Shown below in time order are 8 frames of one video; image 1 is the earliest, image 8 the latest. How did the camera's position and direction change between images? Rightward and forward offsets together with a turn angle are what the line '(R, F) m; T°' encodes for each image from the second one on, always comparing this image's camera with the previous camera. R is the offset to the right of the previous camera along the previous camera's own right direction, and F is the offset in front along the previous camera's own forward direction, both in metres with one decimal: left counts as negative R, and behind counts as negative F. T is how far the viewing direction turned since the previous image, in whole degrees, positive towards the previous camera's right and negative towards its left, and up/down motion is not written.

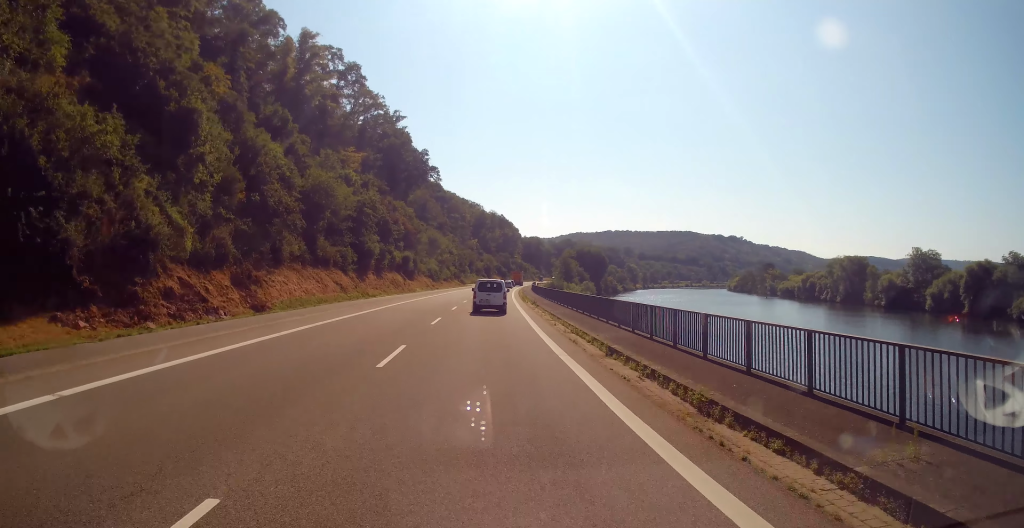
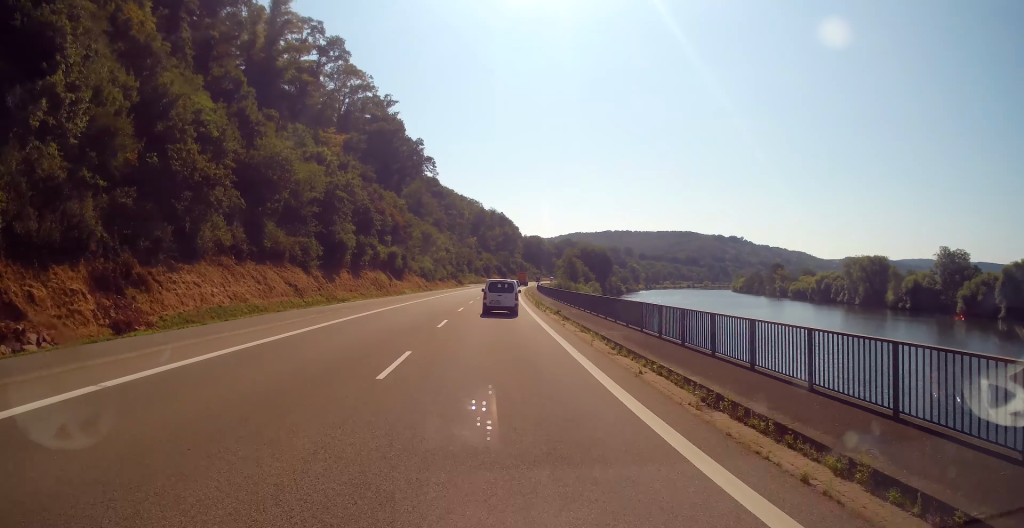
(+0.1, +12.9) m; 0°
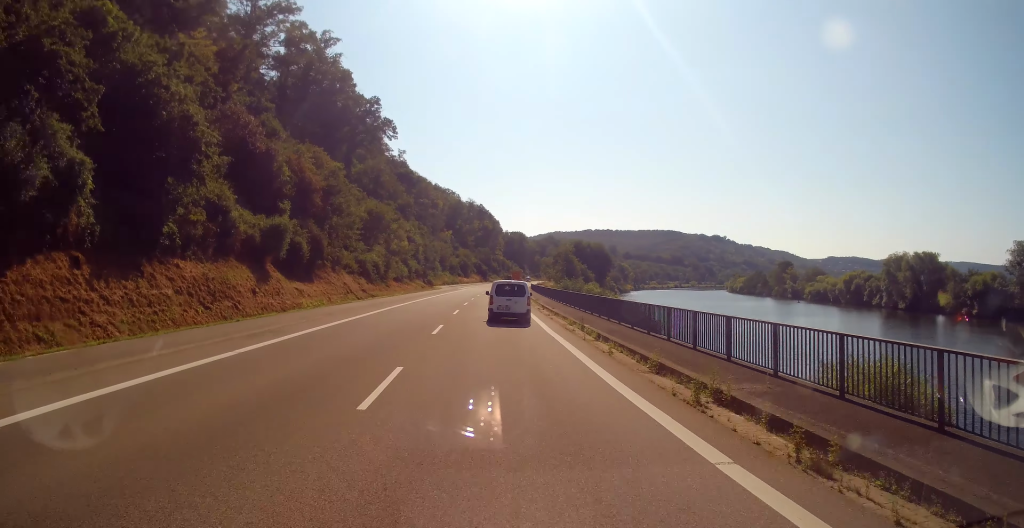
(+0.4, +38.0) m; +2°
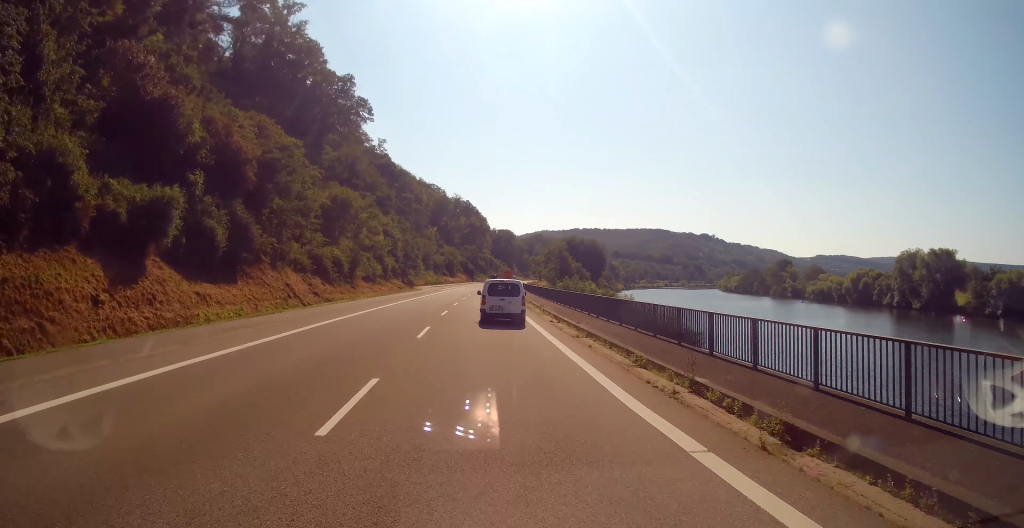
(+0.2, +13.4) m; +1°
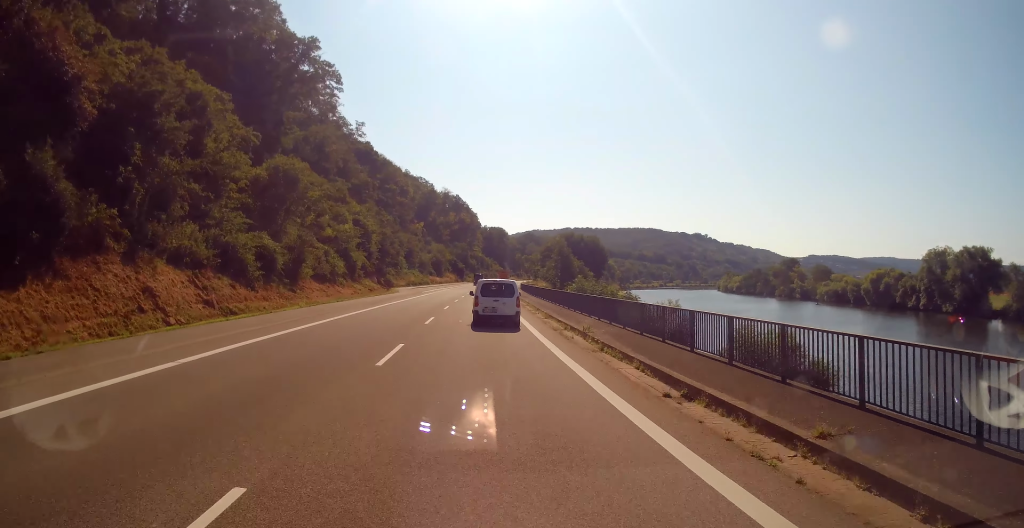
(0.0, +18.4) m; +2°
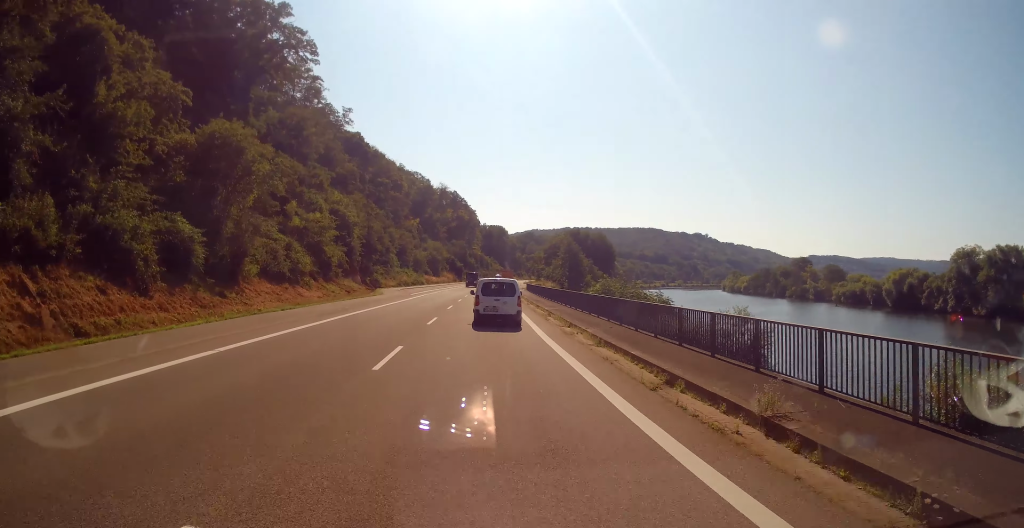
(+0.4, +12.1) m; -1°
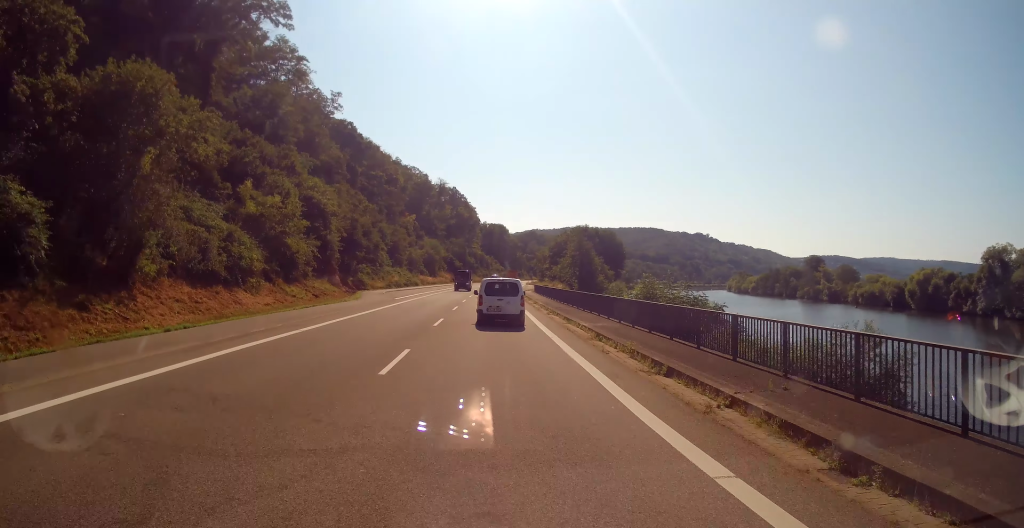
(-0.1, +12.4) m; -1°
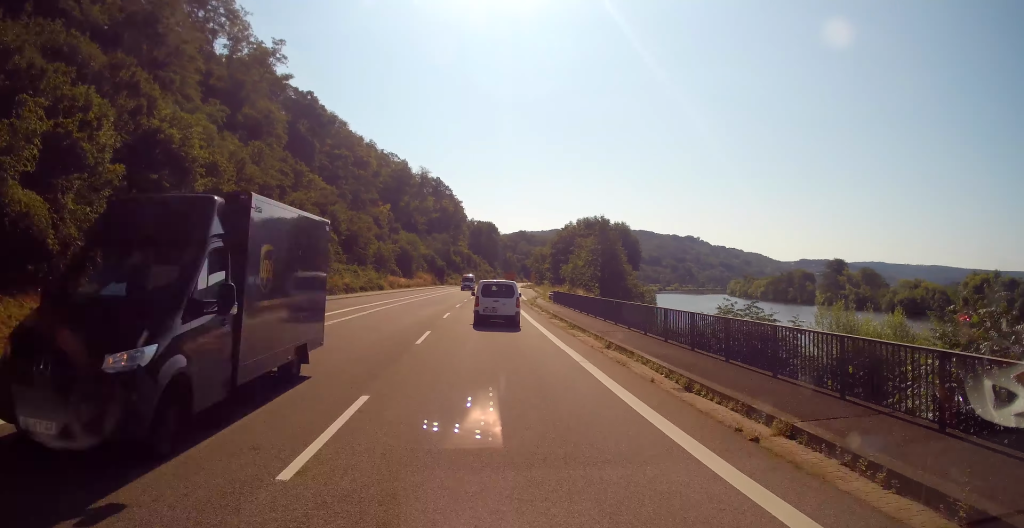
(+0.4, +30.7) m; +2°
